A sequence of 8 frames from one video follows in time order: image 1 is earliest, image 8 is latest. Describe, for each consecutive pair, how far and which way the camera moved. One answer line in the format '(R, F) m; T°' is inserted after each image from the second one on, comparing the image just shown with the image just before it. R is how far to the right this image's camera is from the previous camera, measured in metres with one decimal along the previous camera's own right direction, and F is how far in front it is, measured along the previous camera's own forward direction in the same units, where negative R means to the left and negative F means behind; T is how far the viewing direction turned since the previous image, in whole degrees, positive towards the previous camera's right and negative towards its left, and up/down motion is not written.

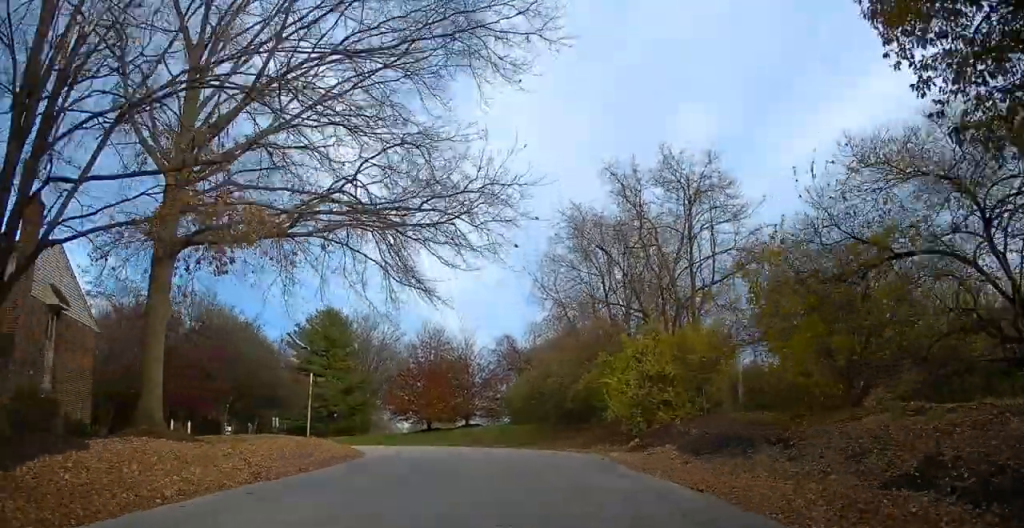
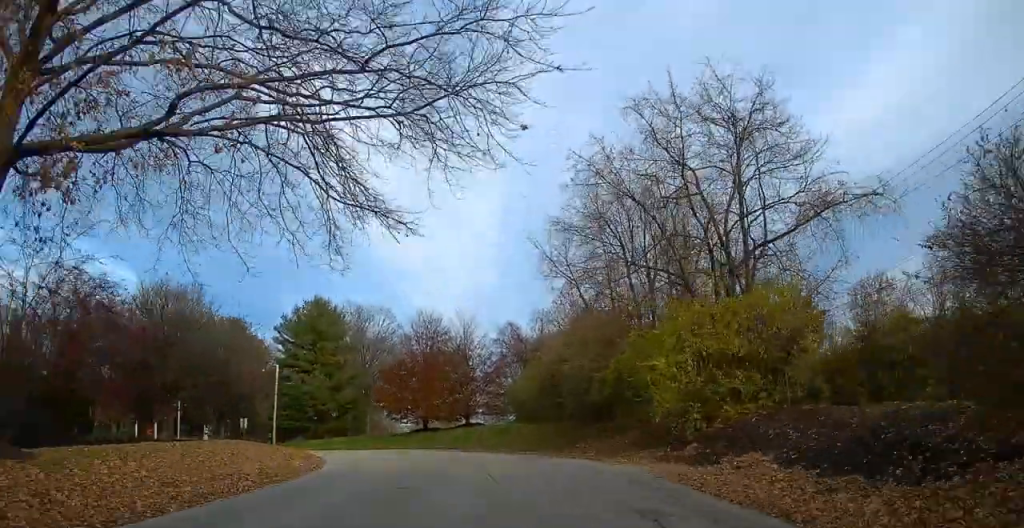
(-0.1, +7.5) m; -3°
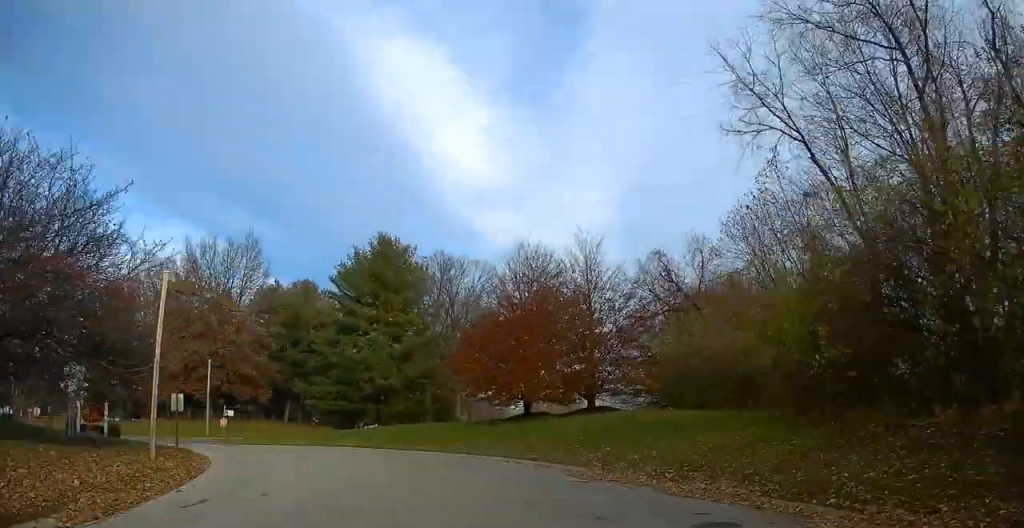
(-1.4, +21.7) m; -8°
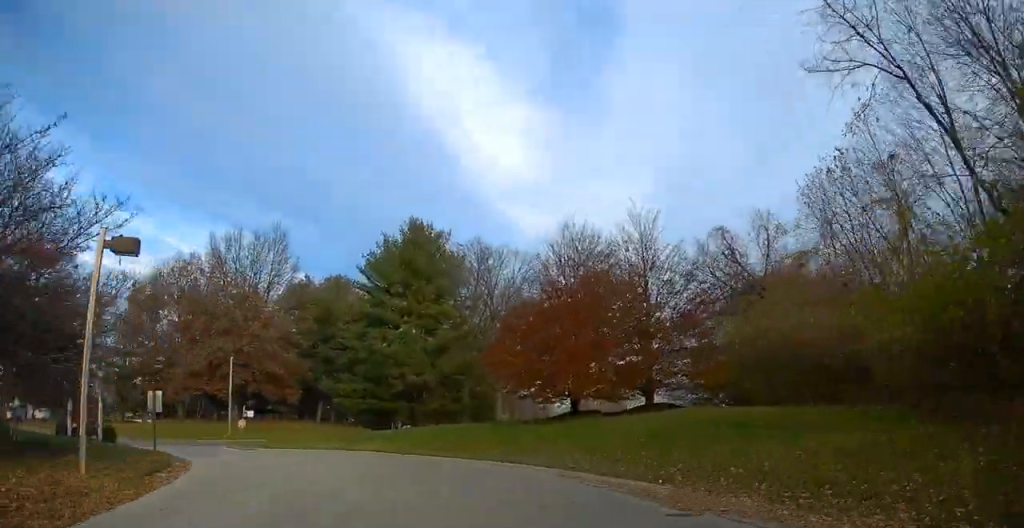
(-0.2, +4.9) m; -3°
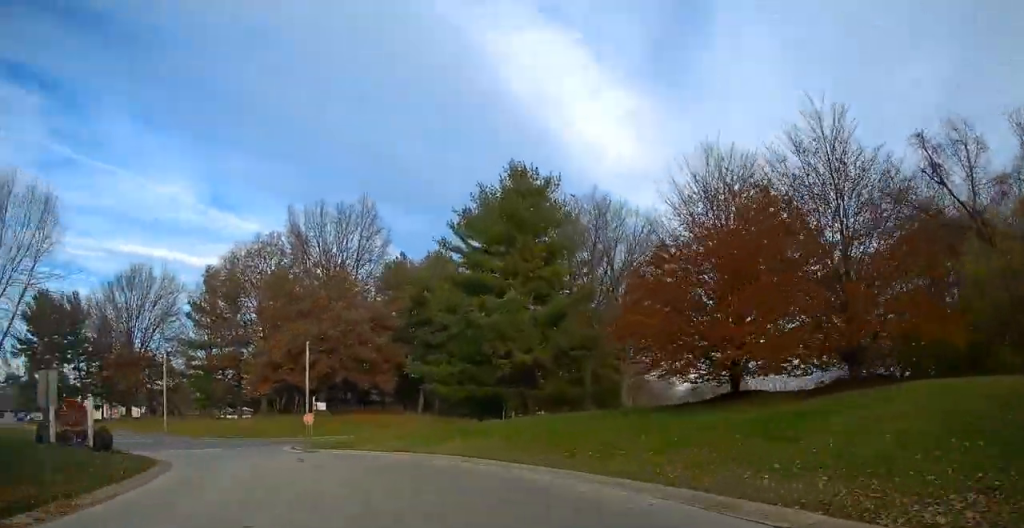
(-0.7, +10.1) m; -11°
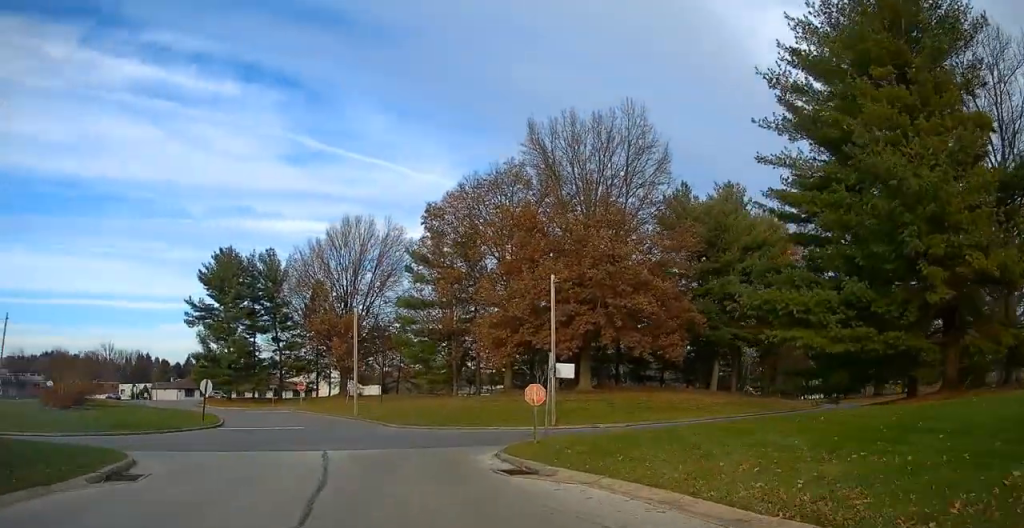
(-4.8, +21.0) m; -18°
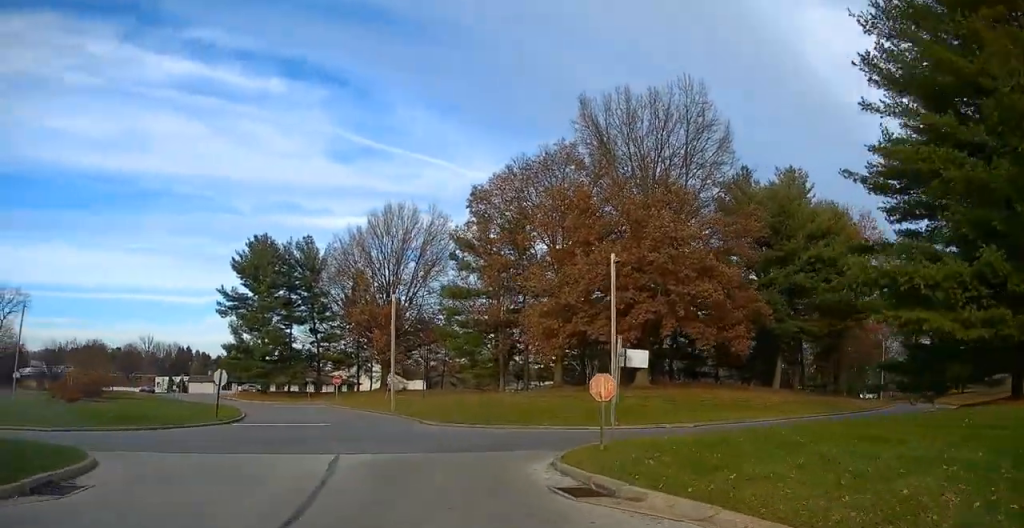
(0.0, +4.4) m; -4°
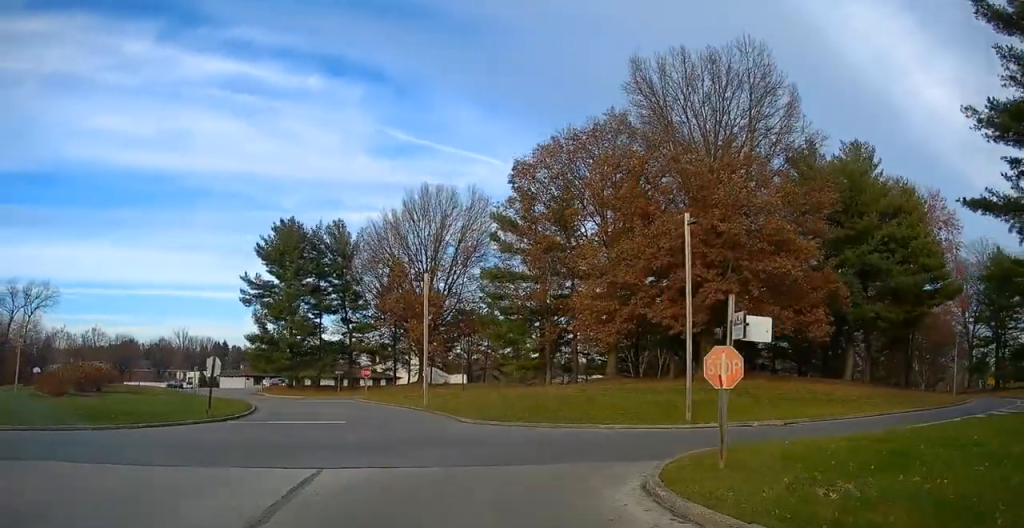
(0.0, +6.1) m; -8°
